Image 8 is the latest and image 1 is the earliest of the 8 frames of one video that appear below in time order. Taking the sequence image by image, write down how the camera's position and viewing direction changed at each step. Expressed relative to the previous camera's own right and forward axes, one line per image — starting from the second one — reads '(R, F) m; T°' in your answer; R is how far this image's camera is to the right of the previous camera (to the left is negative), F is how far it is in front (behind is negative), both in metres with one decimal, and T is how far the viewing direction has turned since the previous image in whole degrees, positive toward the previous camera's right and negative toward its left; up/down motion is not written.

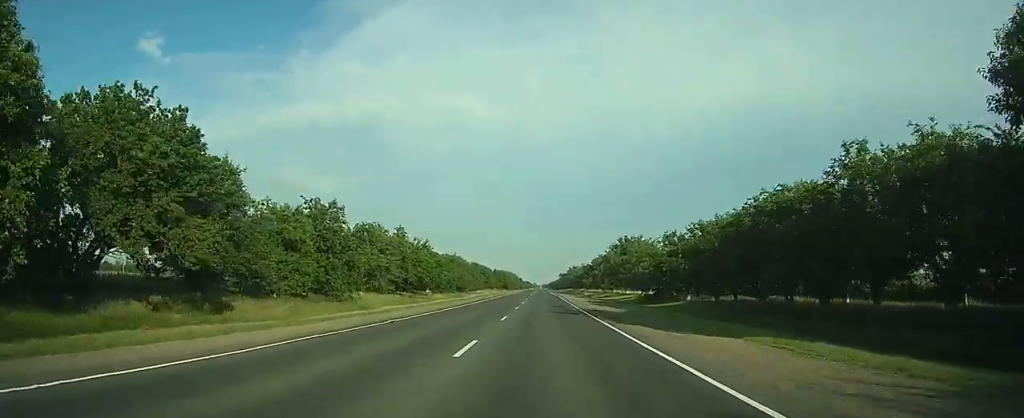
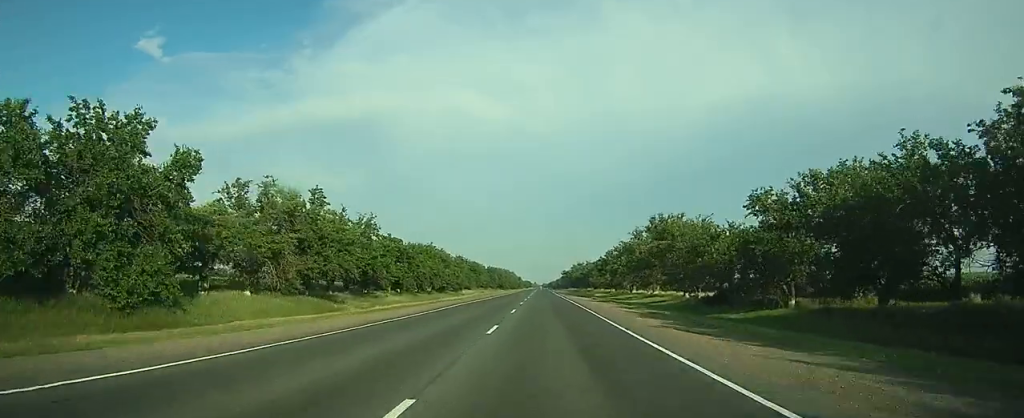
(0.0, +30.8) m; 0°
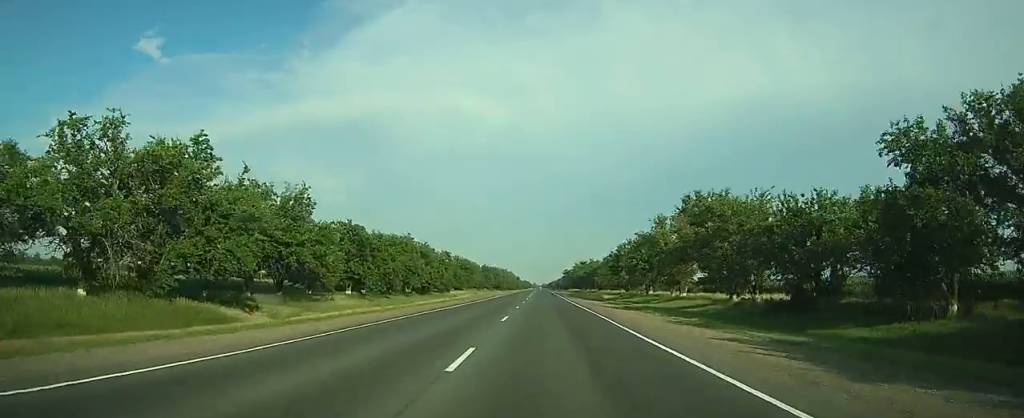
(0.0, +18.5) m; 0°
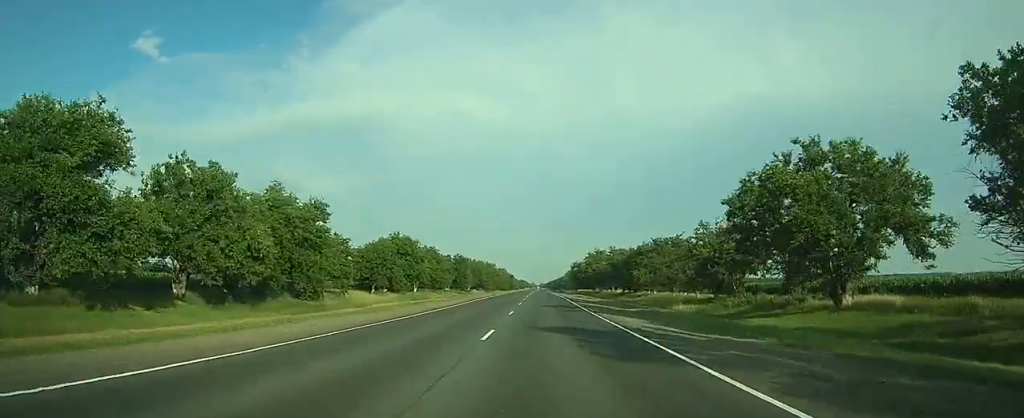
(-0.4, +66.3) m; 0°
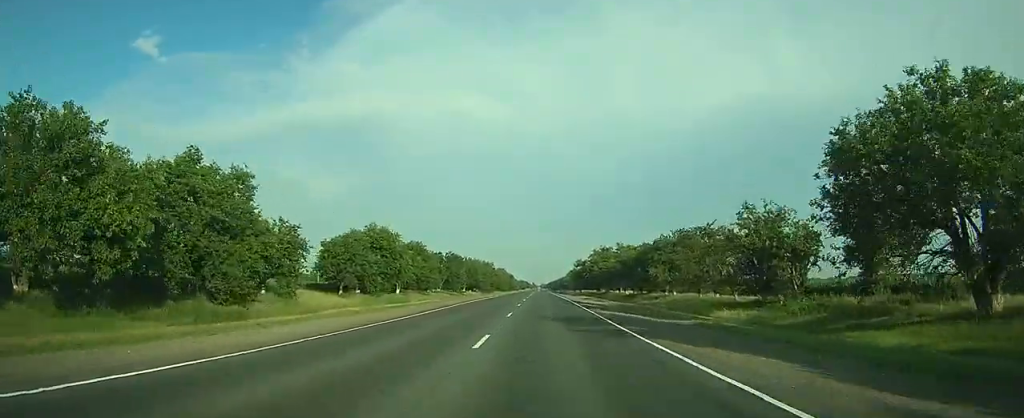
(0.0, +13.5) m; 0°
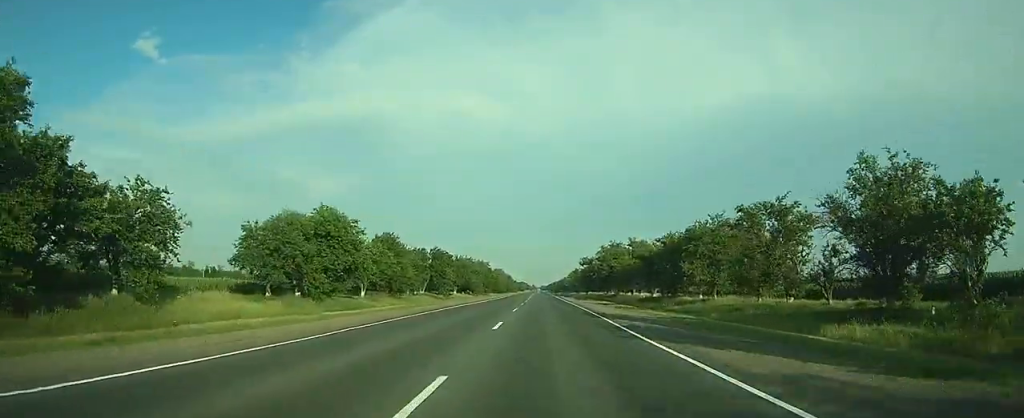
(+0.1, +18.8) m; 0°
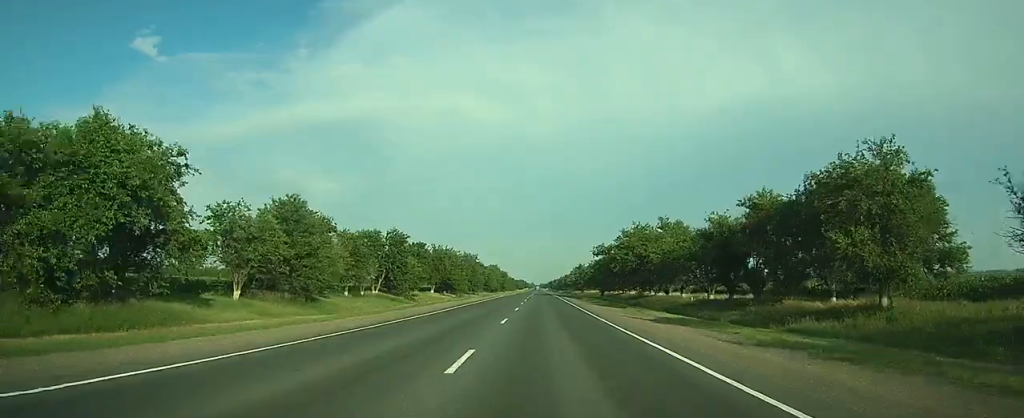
(+0.1, +32.5) m; 0°
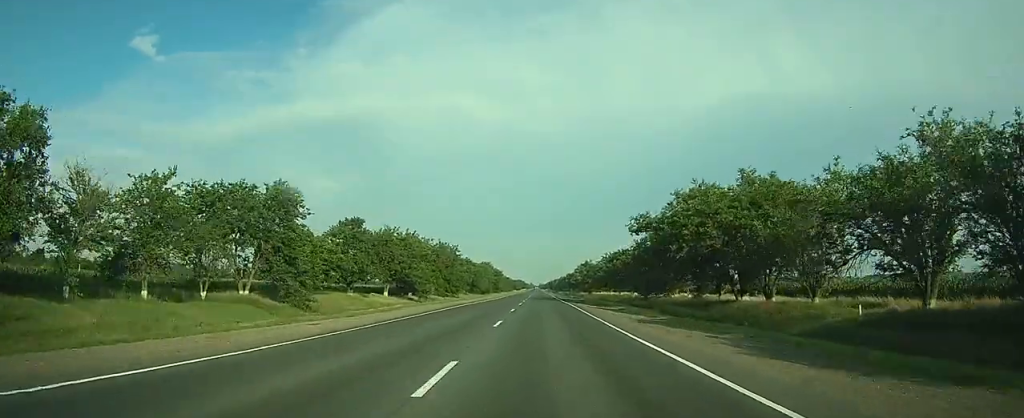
(0.0, +37.8) m; 0°
